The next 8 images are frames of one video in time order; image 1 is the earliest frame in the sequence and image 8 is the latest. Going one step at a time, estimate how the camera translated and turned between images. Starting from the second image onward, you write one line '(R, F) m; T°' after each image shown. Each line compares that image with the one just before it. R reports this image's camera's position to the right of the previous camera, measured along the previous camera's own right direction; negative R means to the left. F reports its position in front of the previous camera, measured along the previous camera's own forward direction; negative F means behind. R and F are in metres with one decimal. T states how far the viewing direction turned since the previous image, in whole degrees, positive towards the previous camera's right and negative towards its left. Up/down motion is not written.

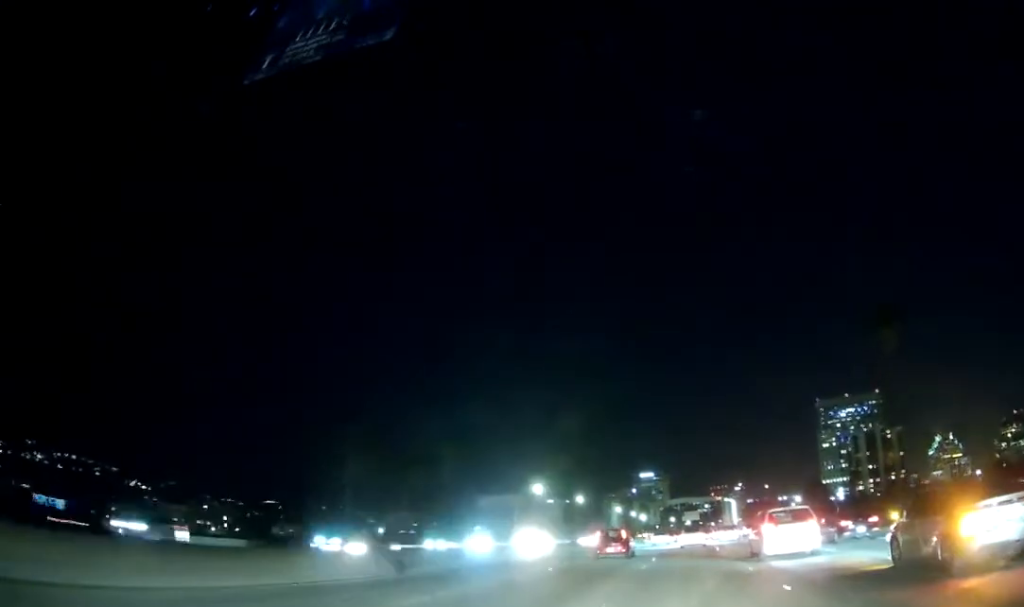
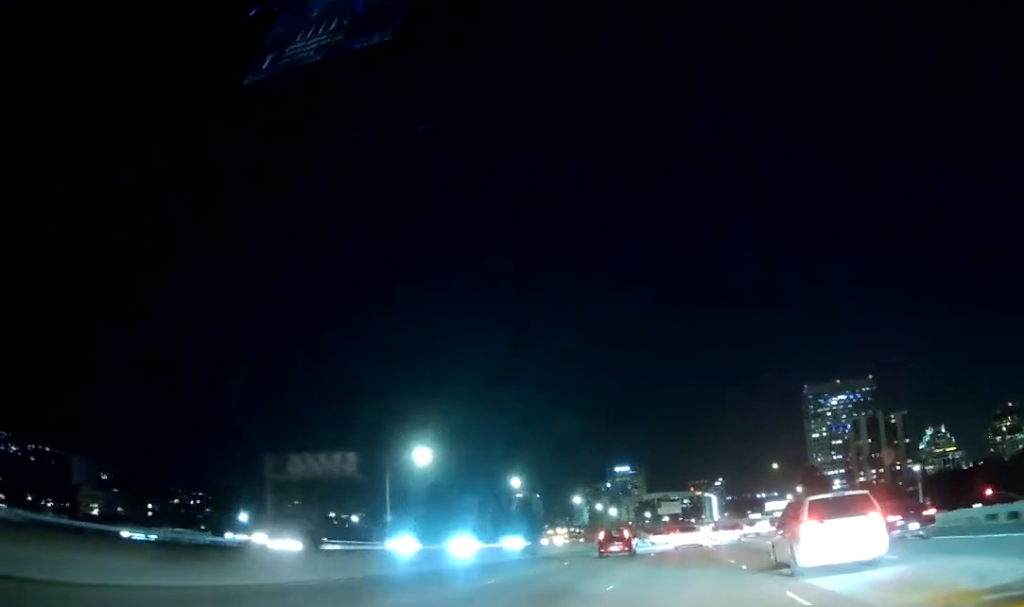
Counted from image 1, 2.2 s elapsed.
(+0.8, +50.3) m; +2°
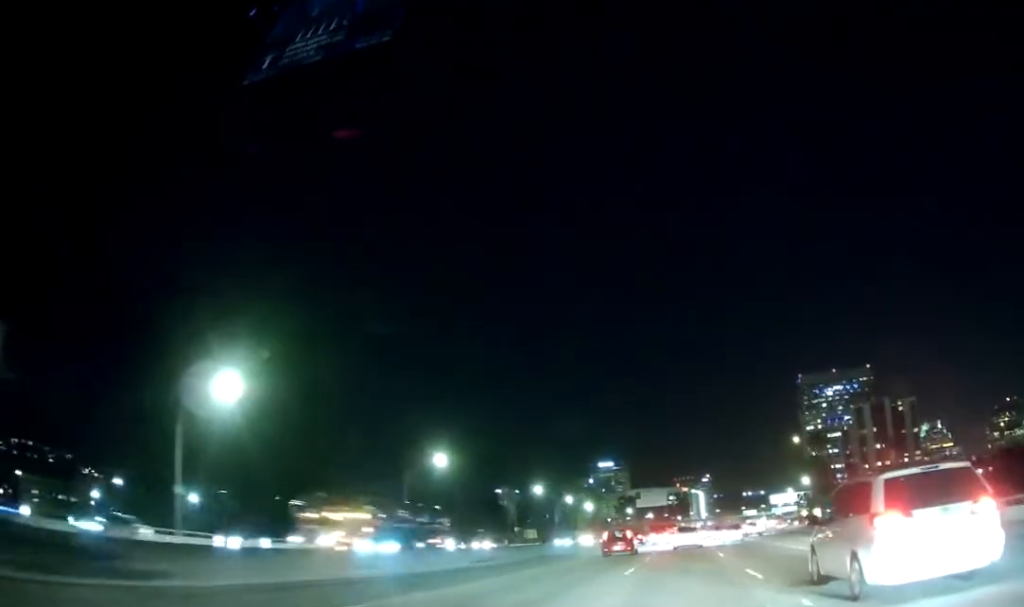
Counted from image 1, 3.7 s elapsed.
(+0.4, +37.1) m; +1°
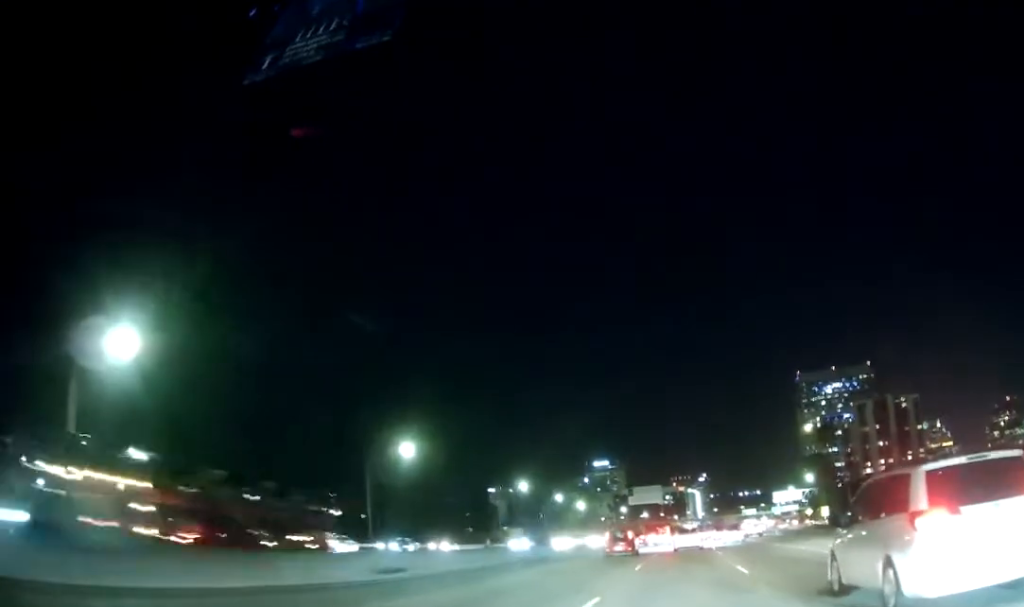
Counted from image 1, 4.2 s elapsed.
(0.0, +11.0) m; 0°
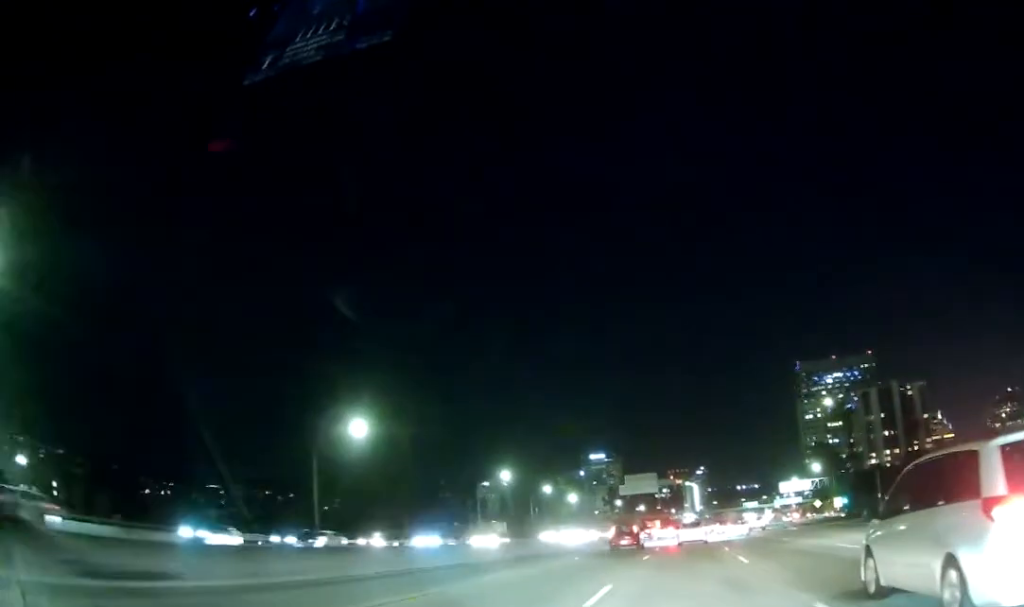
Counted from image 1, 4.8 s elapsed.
(+0.1, +14.0) m; 0°
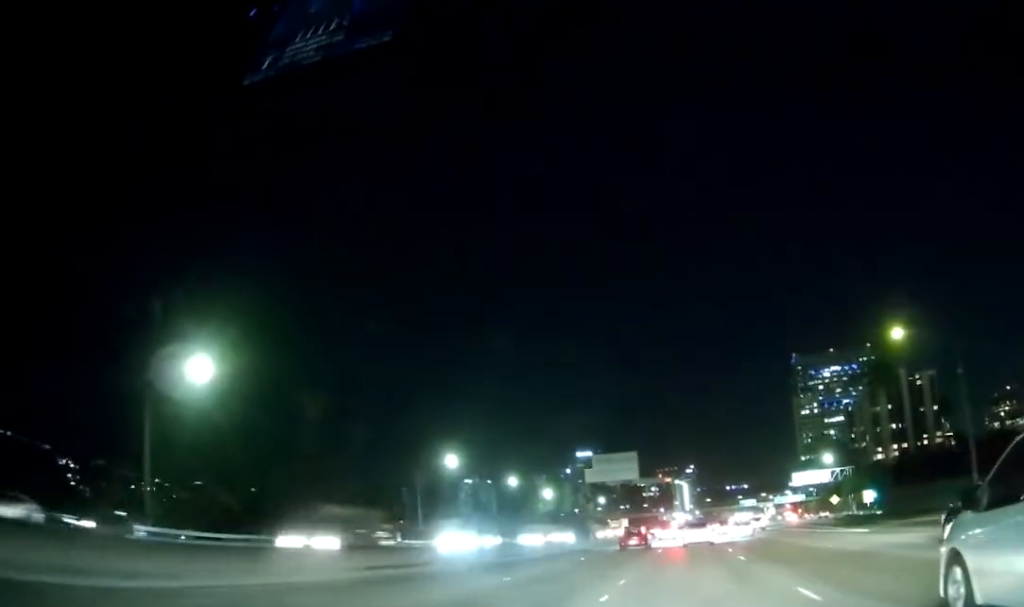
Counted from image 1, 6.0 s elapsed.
(+0.1, +26.8) m; 0°
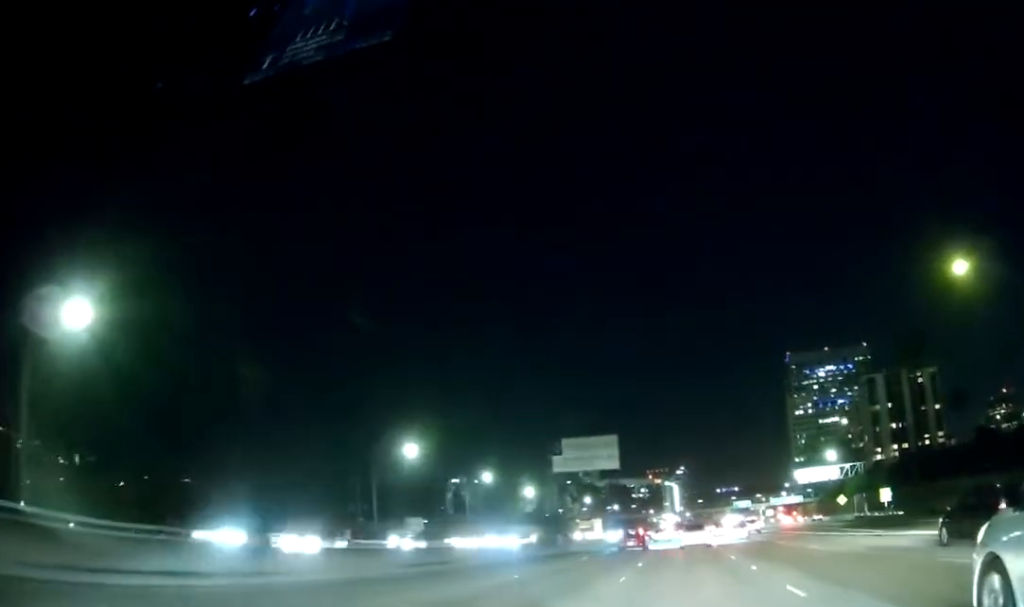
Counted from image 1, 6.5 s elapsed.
(0.0, +12.8) m; 0°
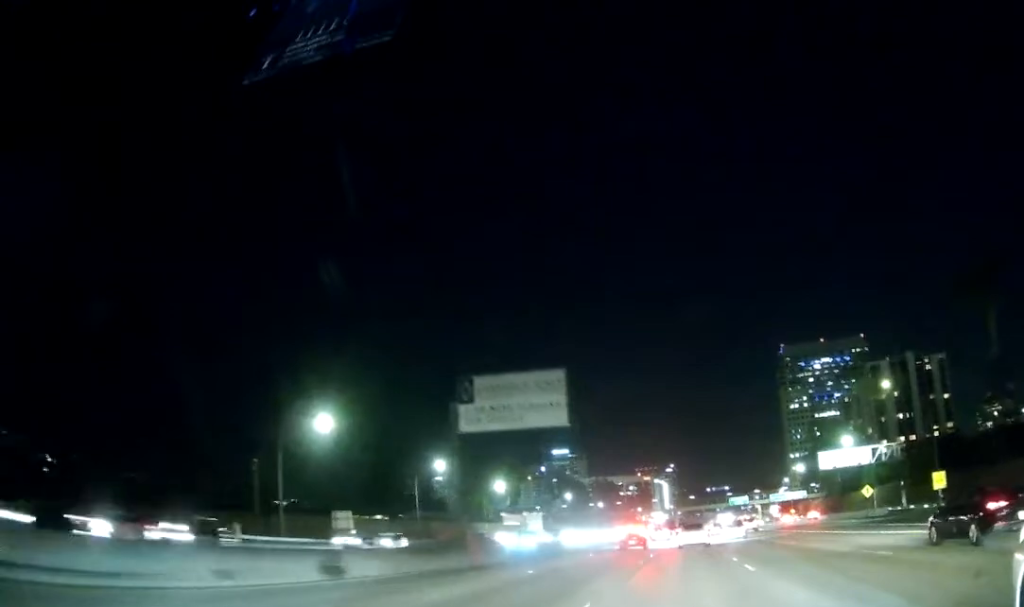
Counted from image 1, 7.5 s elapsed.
(+0.1, +22.1) m; +1°
